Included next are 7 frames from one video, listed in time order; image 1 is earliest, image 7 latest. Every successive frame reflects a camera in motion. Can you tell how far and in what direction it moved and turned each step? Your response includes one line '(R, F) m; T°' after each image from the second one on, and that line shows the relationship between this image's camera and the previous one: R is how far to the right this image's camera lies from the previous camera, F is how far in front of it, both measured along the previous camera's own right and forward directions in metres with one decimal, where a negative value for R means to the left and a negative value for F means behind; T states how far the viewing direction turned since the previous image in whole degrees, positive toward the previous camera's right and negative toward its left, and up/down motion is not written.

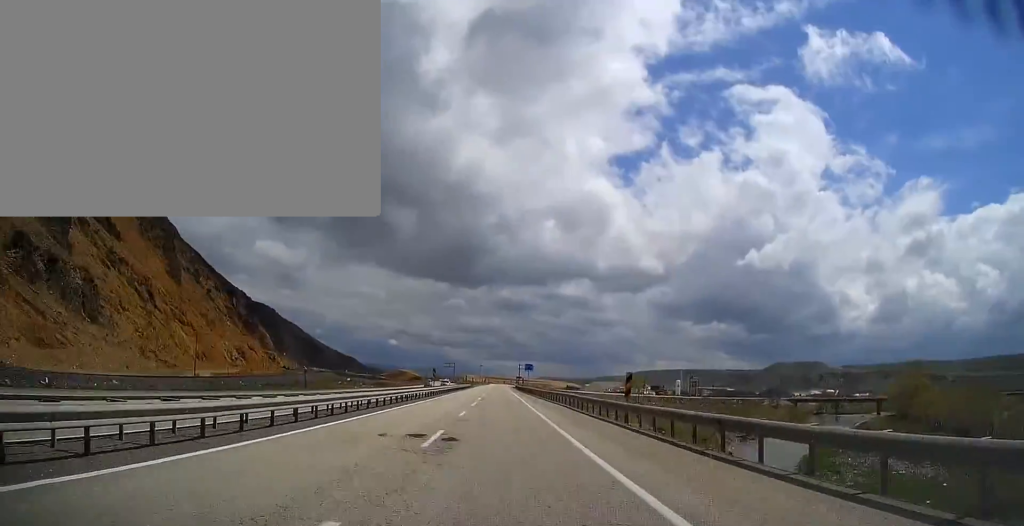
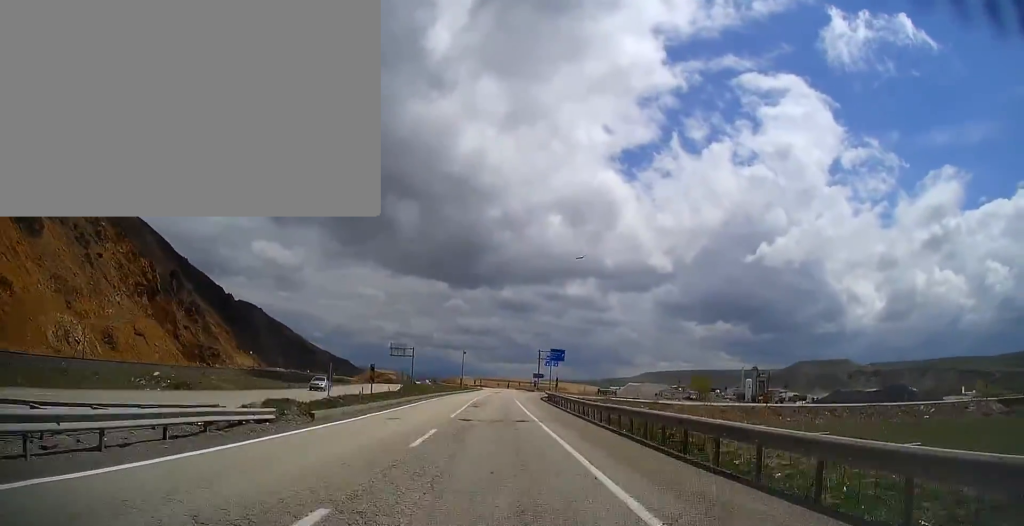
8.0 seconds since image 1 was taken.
(-0.3, +118.9) m; 0°
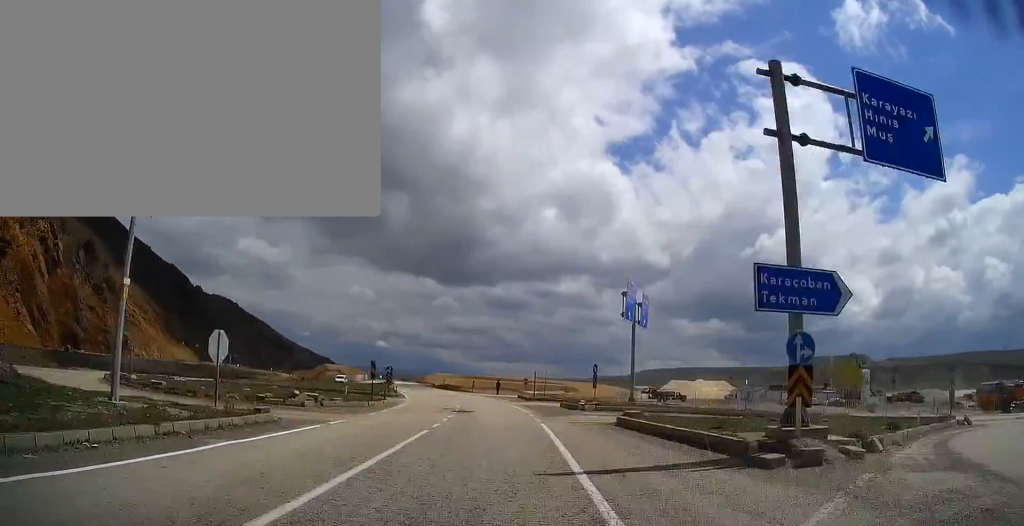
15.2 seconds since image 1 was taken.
(-2.4, +115.6) m; -5°
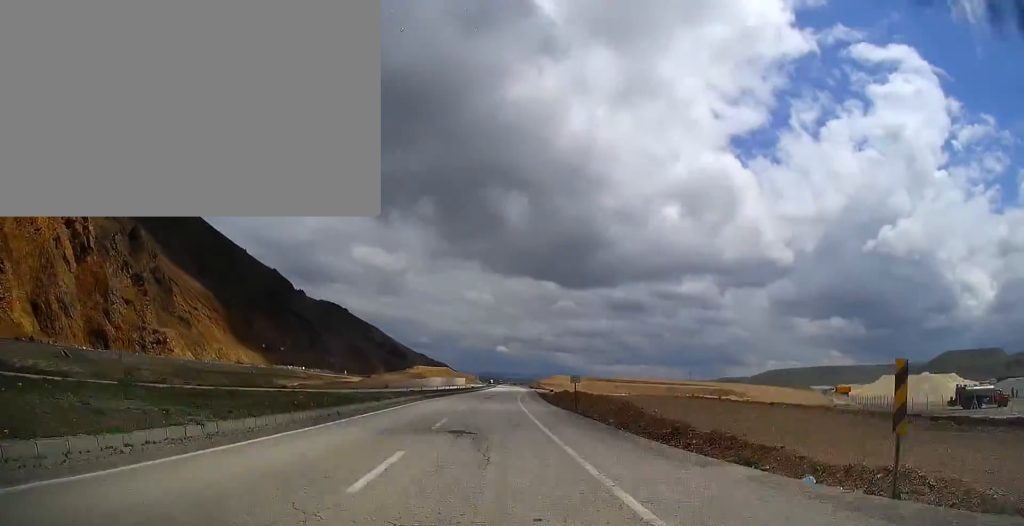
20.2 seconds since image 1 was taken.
(-4.4, +83.7) m; -4°
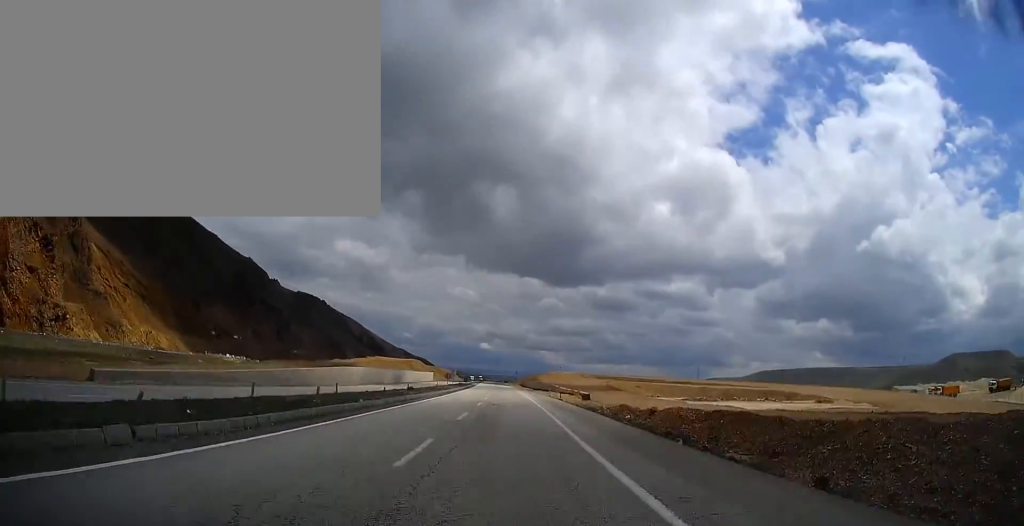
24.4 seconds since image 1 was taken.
(-0.9, +74.0) m; -1°
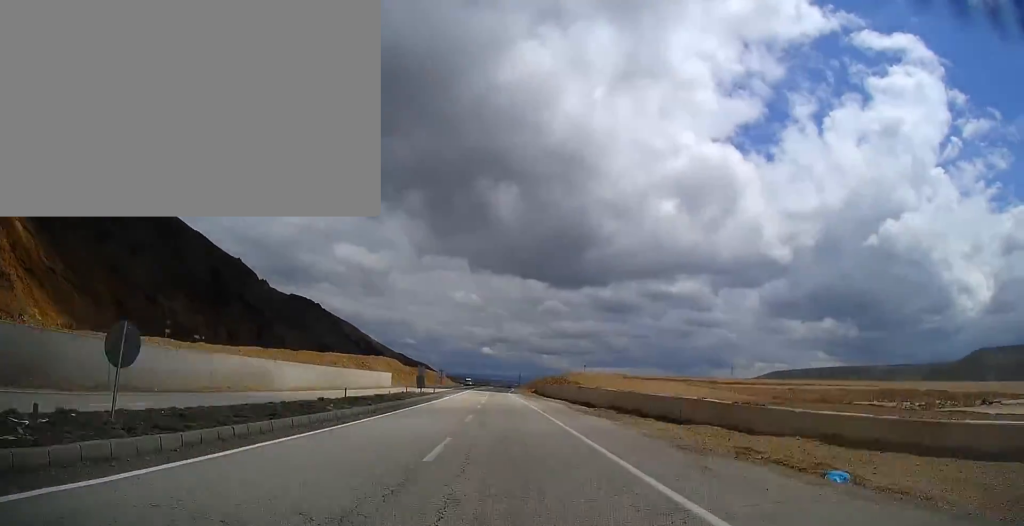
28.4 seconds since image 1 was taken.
(-0.2, +72.7) m; 0°
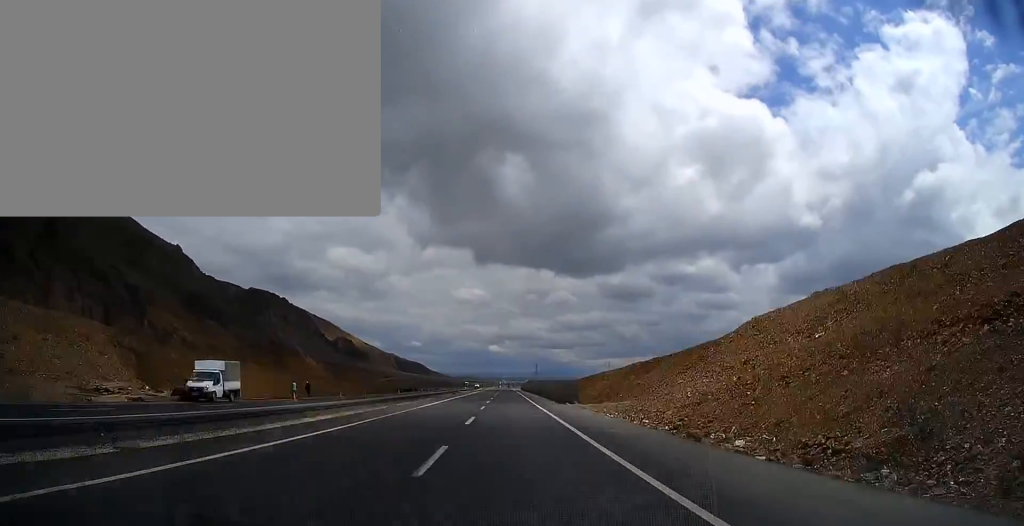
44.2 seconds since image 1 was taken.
(-0.2, +305.5) m; -1°
